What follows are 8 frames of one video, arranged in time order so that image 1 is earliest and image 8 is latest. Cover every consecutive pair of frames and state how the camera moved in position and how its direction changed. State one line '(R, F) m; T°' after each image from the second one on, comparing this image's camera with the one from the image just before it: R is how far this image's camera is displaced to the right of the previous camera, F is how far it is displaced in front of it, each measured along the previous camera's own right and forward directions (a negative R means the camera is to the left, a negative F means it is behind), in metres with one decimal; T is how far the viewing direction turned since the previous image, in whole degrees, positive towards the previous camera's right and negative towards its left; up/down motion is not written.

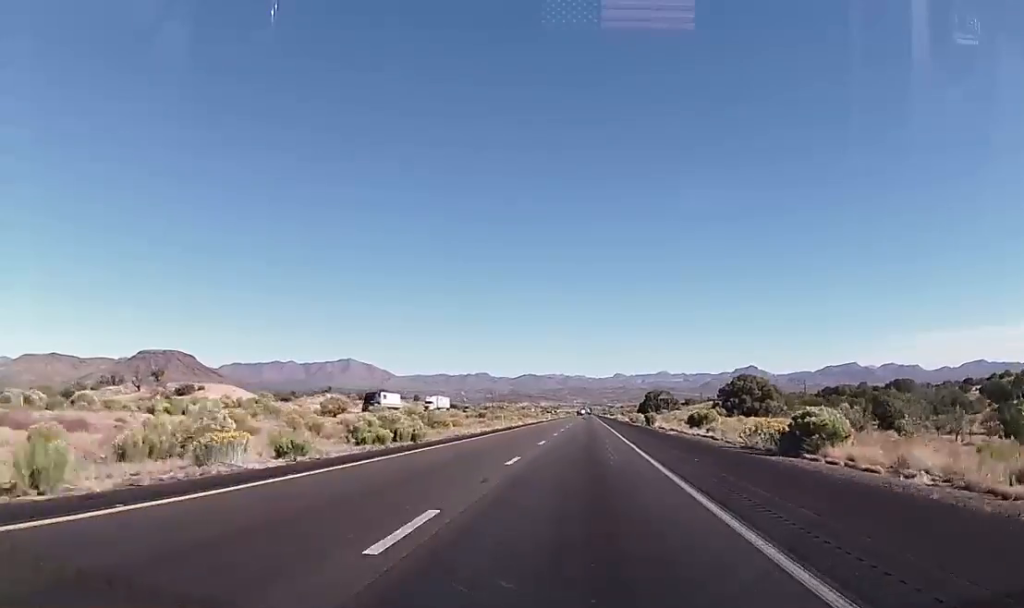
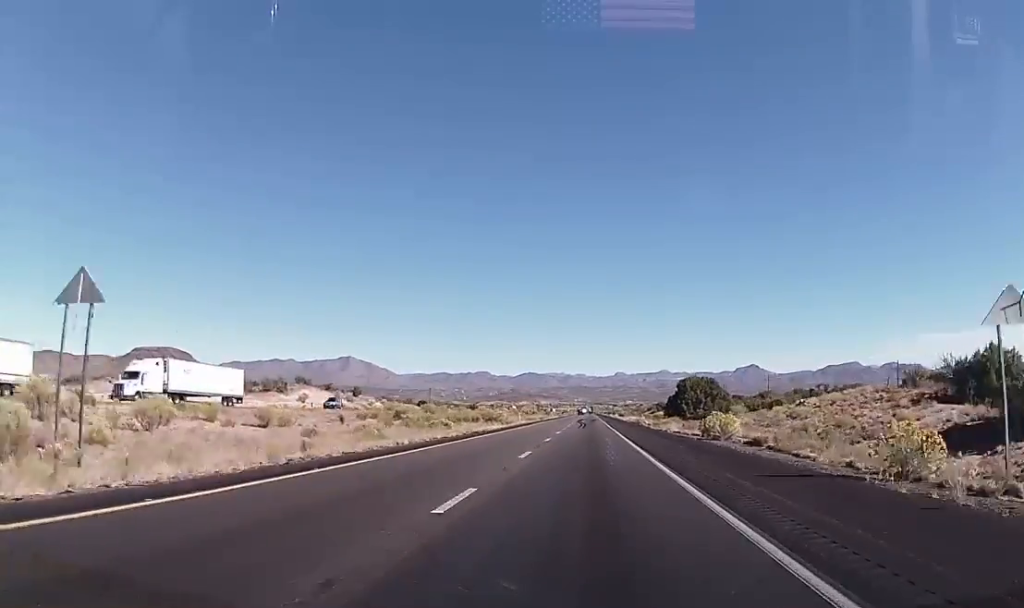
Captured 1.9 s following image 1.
(+0.3, +71.5) m; +1°
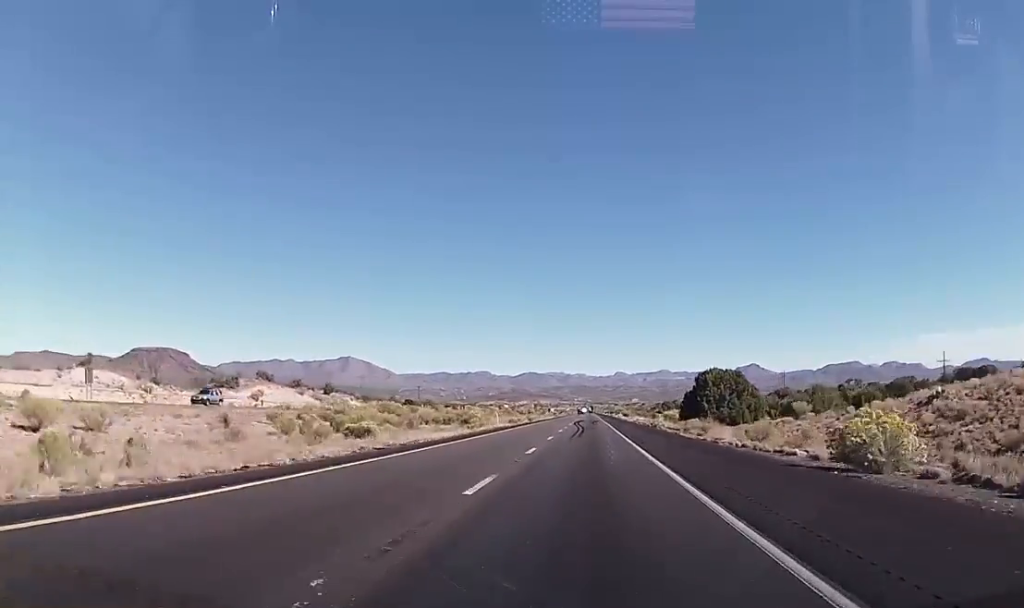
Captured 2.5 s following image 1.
(+0.2, +22.5) m; 0°
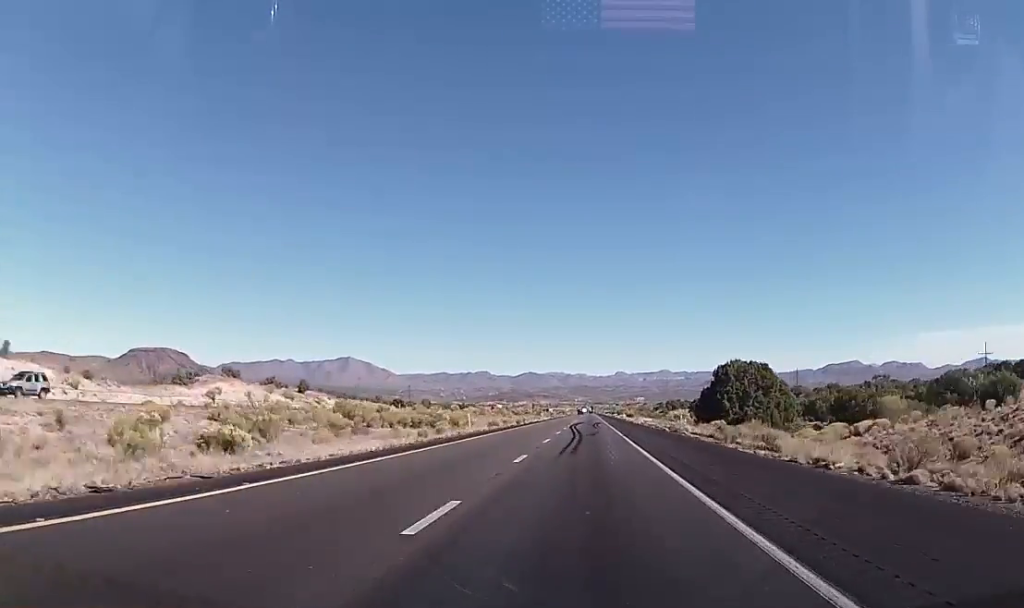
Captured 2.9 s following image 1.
(-0.2, +16.3) m; 0°
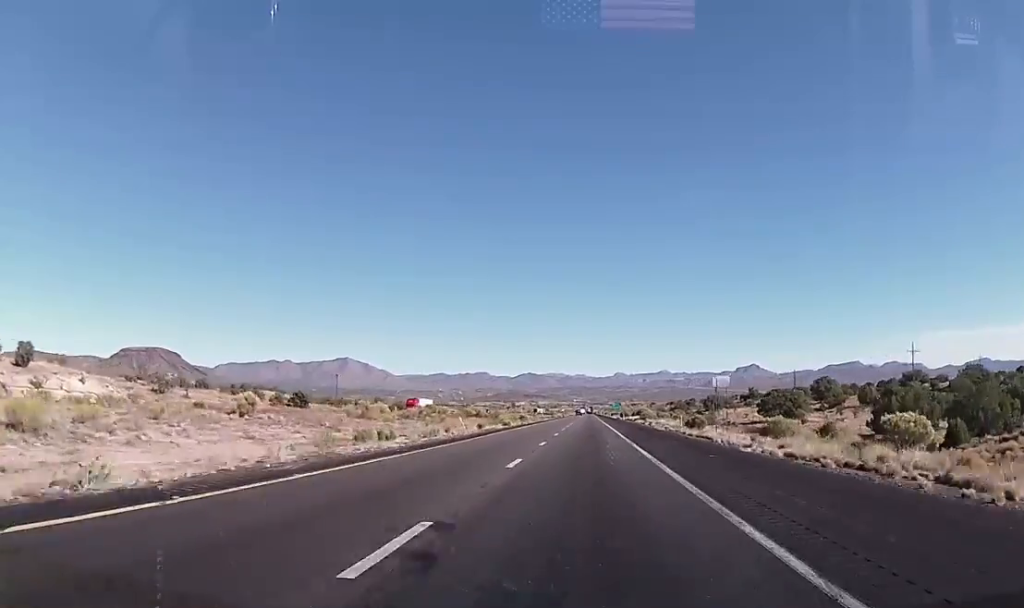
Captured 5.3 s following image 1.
(+0.6, +88.8) m; +1°
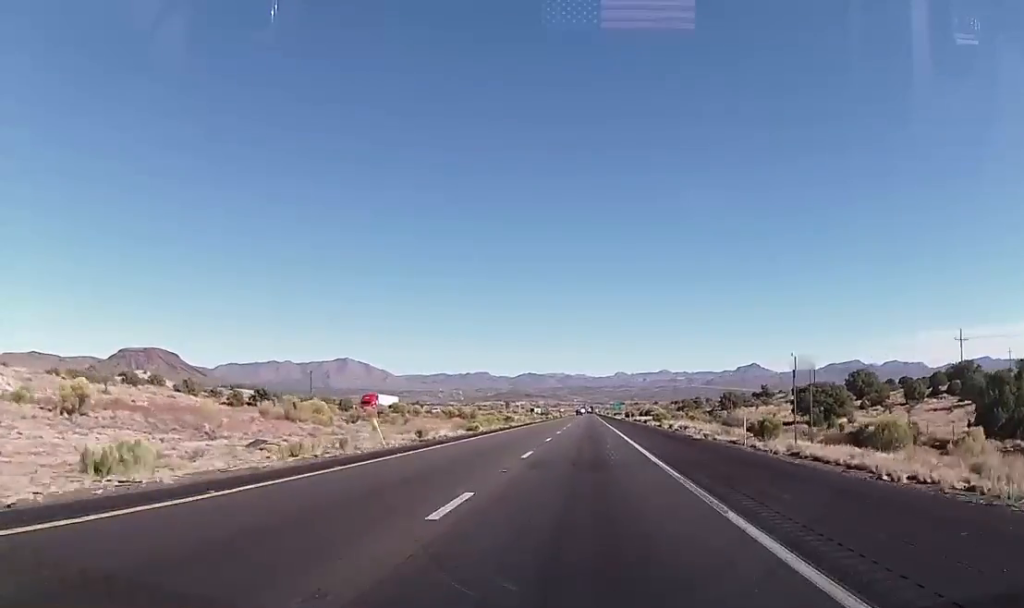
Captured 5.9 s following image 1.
(-0.3, +21.3) m; 0°
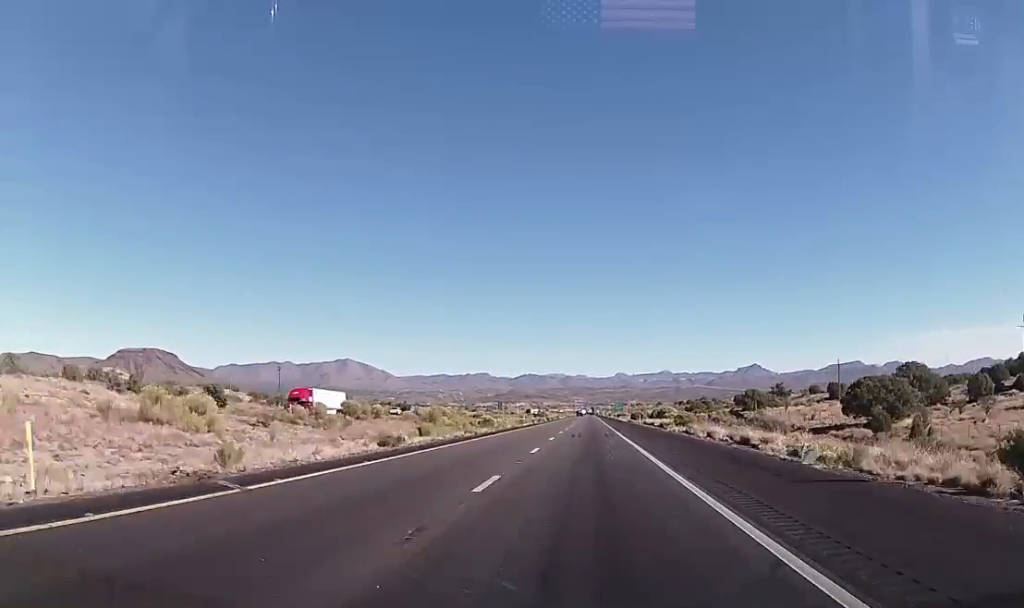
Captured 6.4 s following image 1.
(-0.2, +21.3) m; 0°
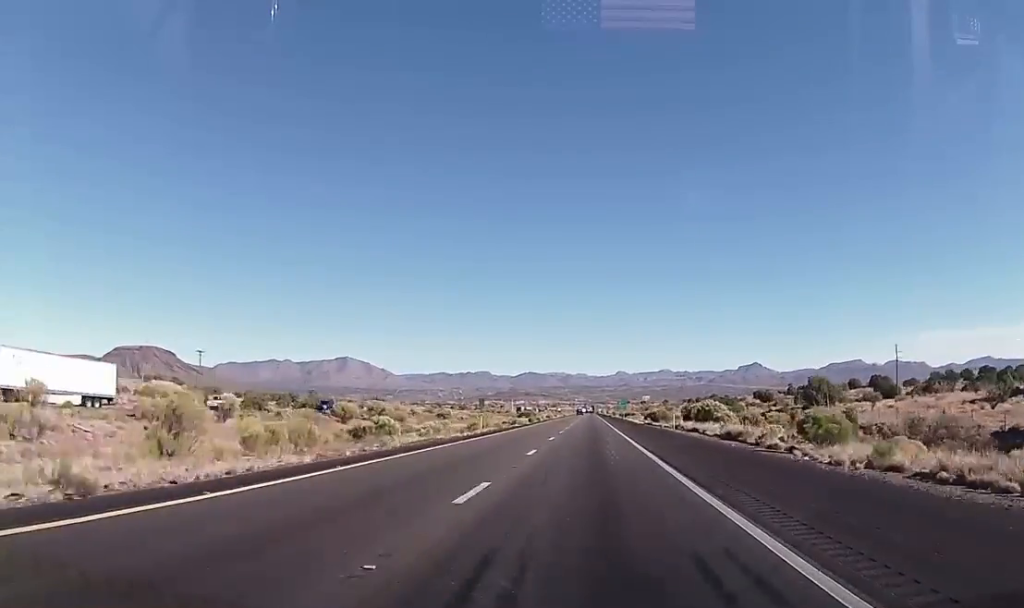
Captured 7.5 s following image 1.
(0.0, +38.7) m; 0°
